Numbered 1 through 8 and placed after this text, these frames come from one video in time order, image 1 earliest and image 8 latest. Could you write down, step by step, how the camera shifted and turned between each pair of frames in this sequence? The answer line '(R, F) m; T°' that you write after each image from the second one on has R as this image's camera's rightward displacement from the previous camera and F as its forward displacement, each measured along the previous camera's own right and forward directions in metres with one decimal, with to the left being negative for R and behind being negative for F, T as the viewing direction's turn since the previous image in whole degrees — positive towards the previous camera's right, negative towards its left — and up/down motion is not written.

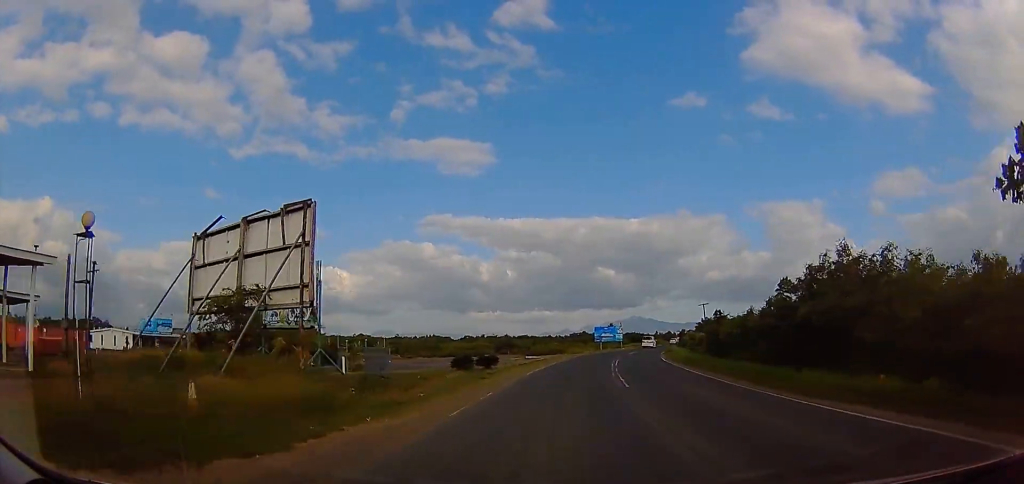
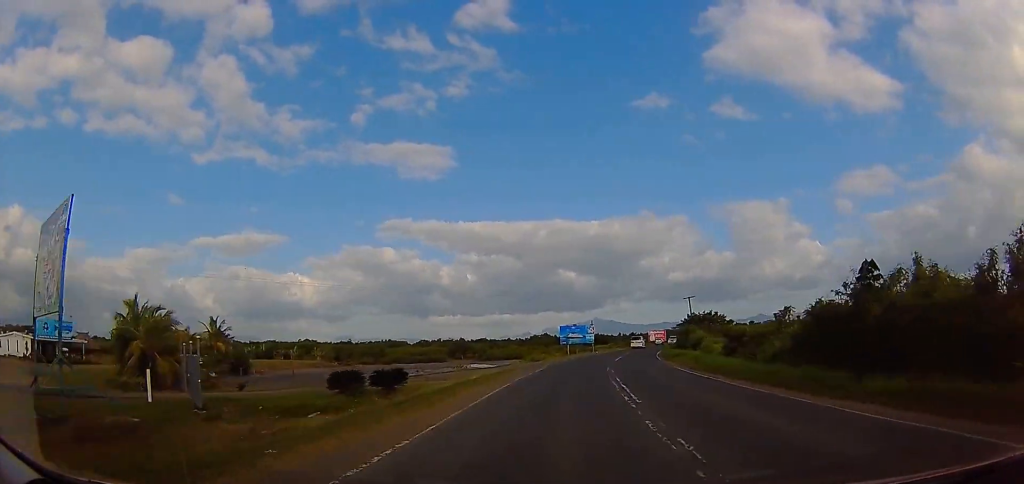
(+0.7, +17.2) m; +4°
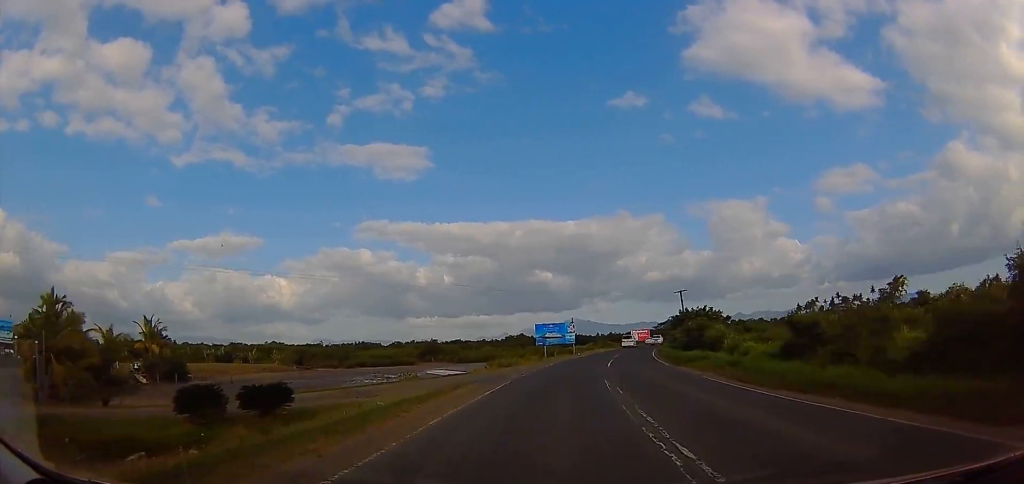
(+0.7, +9.5) m; 0°
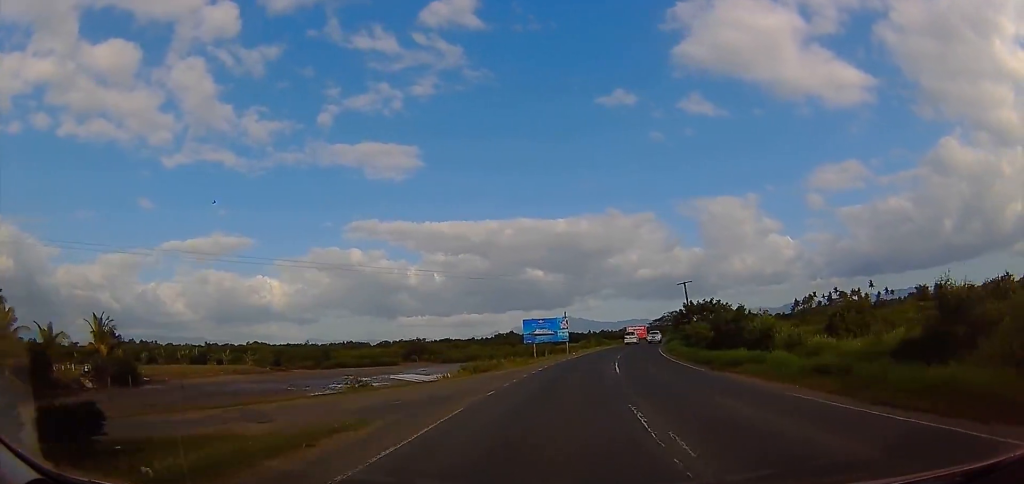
(-0.6, +7.6) m; 0°
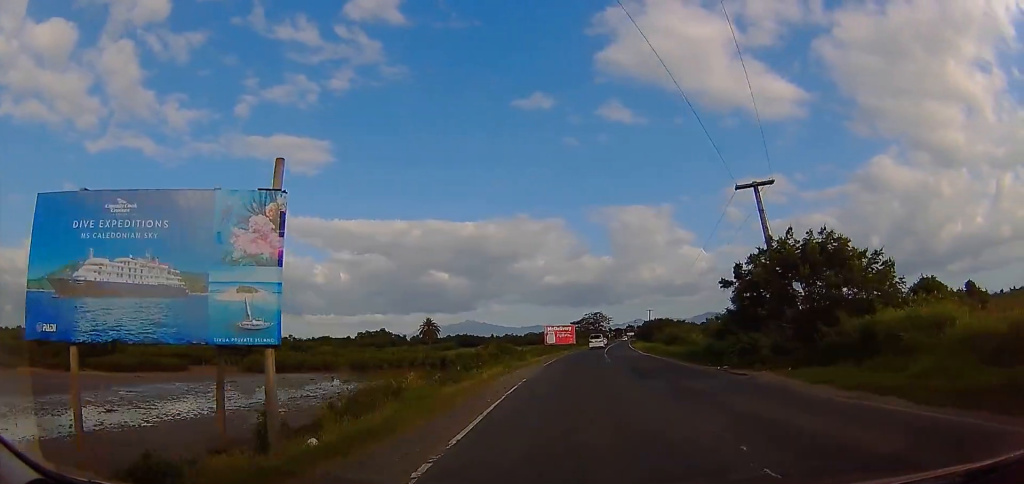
(+8.3, +47.4) m; +17°
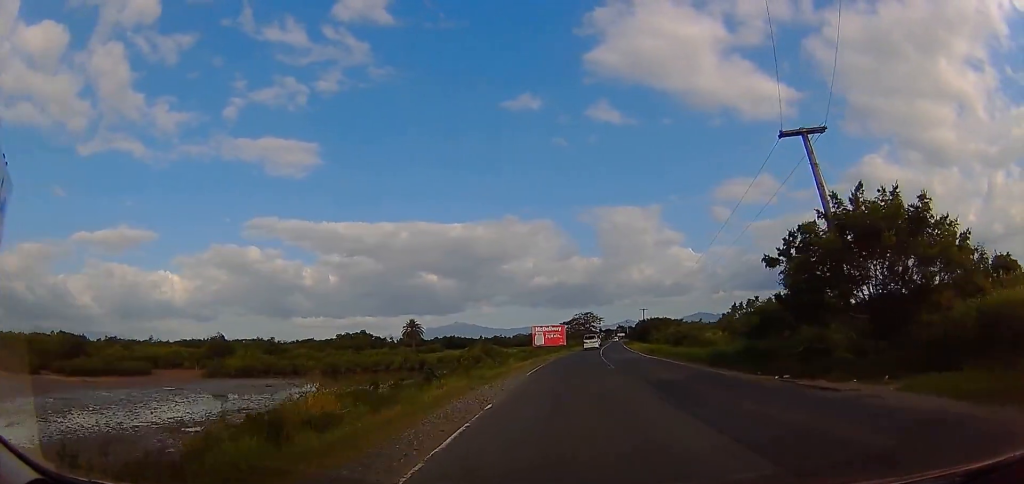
(0.0, +6.7) m; 0°
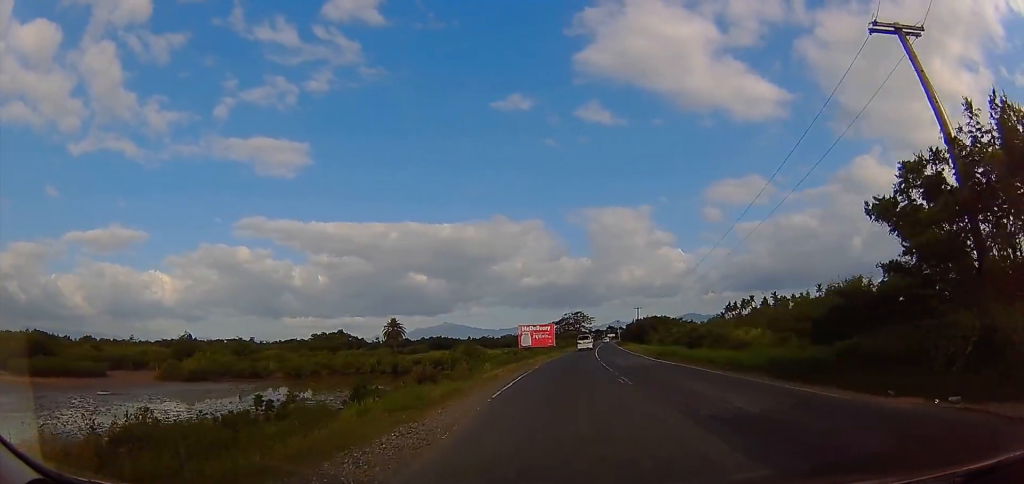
(0.0, +7.6) m; 0°
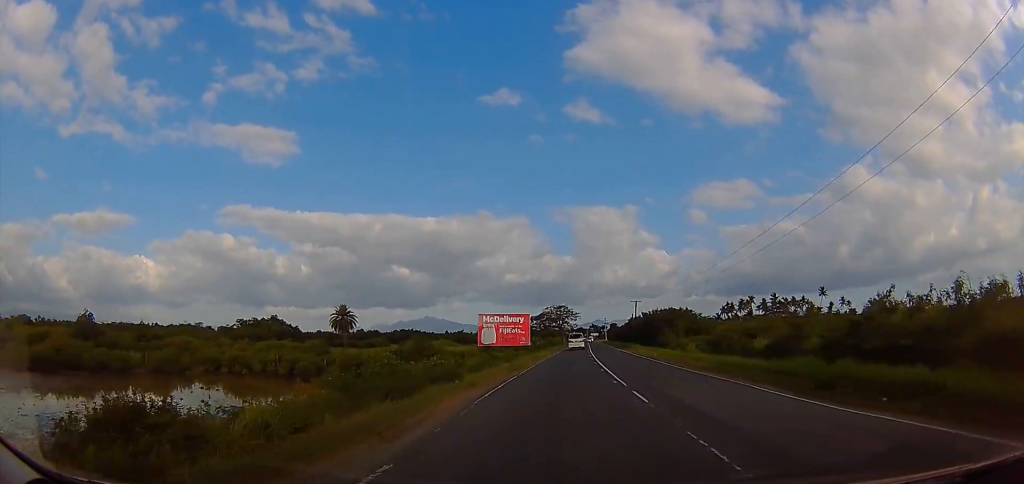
(0.0, +22.7) m; 0°
